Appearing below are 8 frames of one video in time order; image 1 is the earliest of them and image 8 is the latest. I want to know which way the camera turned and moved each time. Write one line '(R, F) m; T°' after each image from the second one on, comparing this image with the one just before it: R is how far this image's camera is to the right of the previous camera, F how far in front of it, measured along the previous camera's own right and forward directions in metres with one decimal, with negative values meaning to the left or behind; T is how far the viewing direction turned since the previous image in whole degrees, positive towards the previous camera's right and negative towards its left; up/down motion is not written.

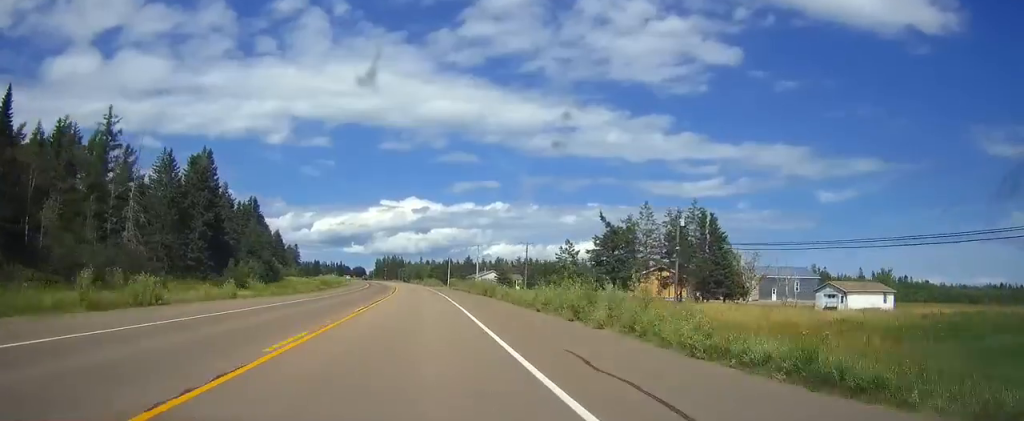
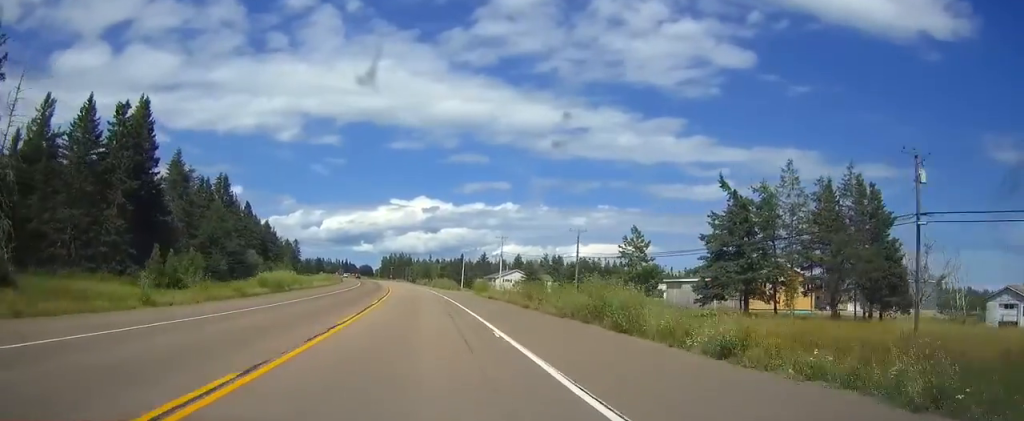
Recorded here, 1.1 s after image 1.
(-0.1, +31.3) m; 0°
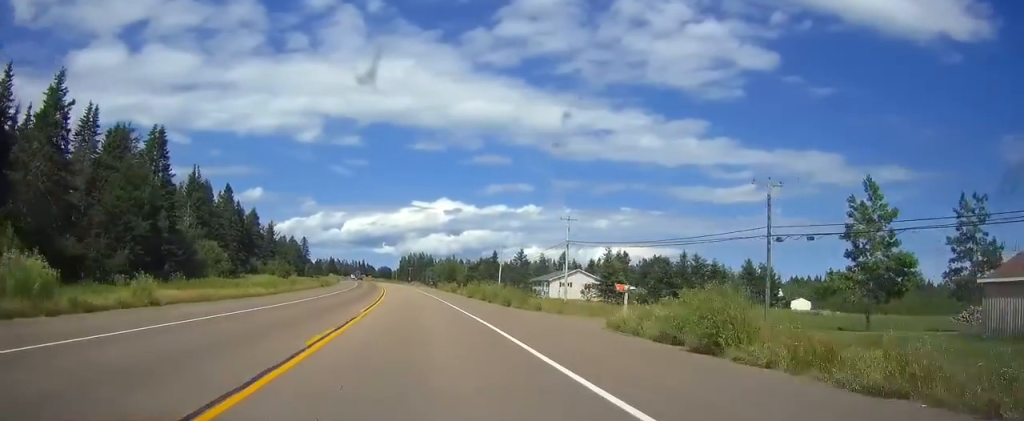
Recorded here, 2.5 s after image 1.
(0.0, +42.2) m; -1°
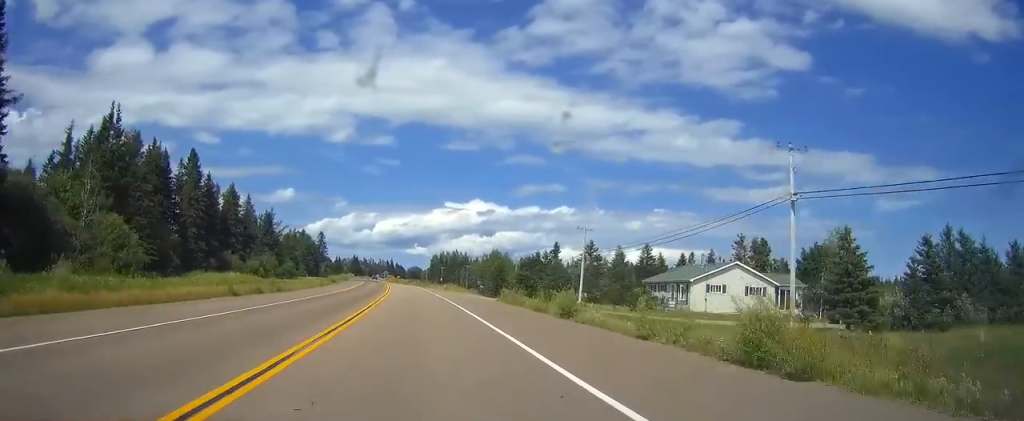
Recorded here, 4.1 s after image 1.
(-1.0, +47.1) m; -2°
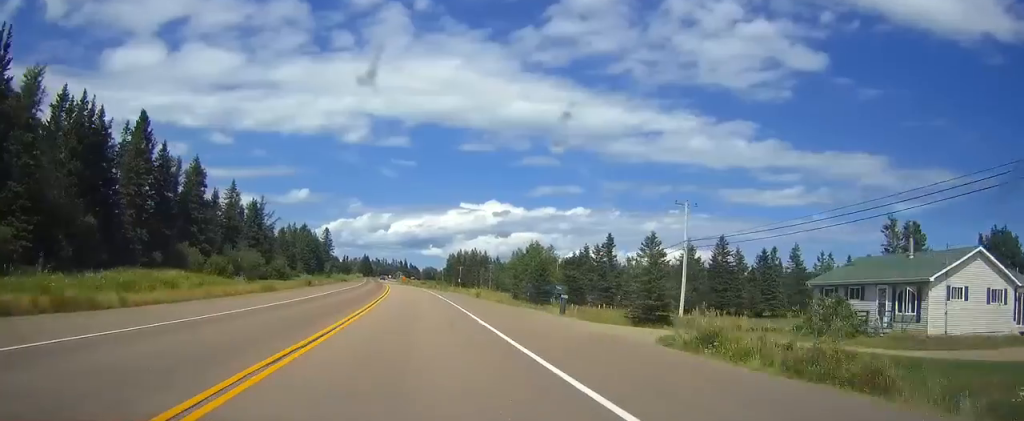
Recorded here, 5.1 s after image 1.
(-0.5, +30.5) m; -2°
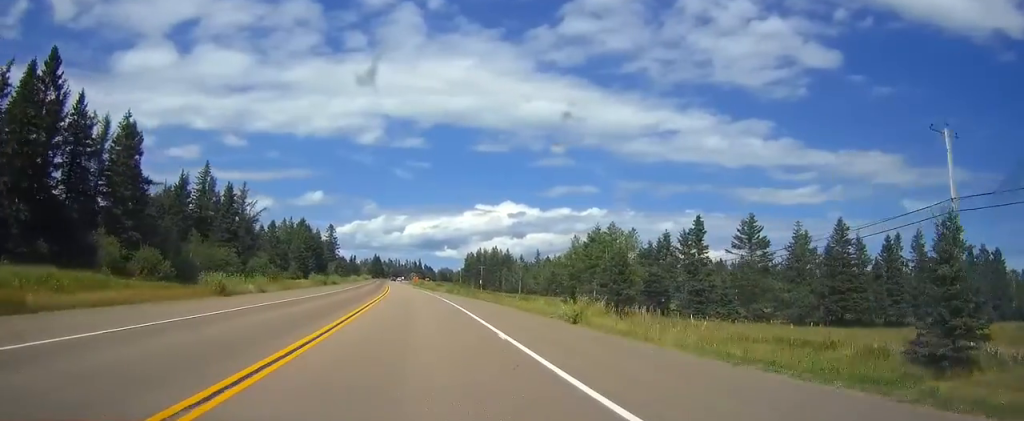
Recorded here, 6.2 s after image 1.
(-0.6, +31.6) m; -1°
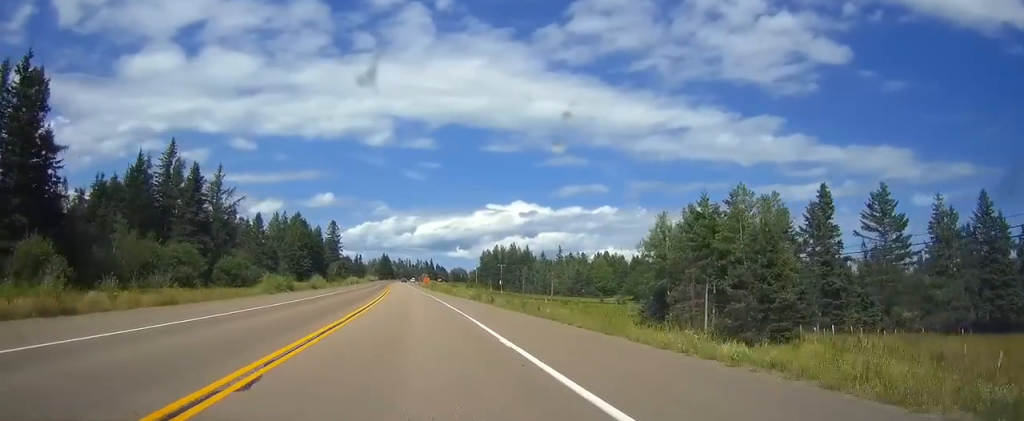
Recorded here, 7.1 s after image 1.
(-0.1, +25.6) m; -1°
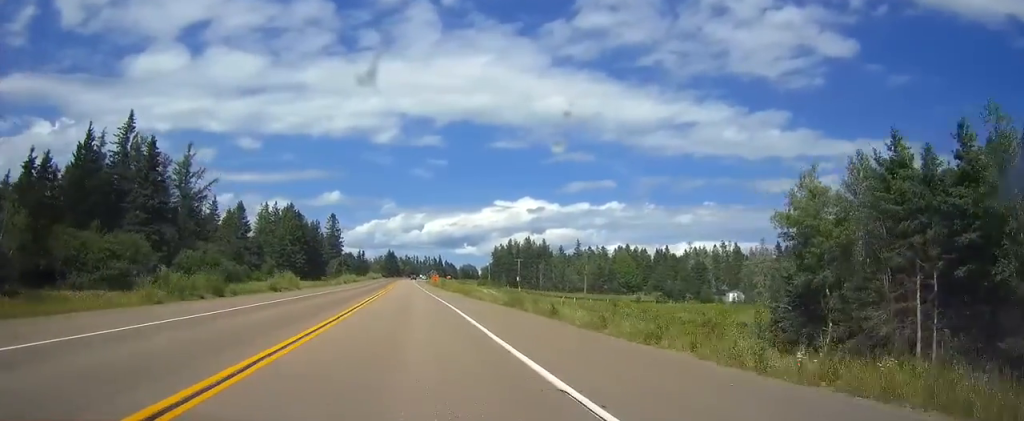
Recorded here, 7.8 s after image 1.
(0.0, +20.7) m; -1°
